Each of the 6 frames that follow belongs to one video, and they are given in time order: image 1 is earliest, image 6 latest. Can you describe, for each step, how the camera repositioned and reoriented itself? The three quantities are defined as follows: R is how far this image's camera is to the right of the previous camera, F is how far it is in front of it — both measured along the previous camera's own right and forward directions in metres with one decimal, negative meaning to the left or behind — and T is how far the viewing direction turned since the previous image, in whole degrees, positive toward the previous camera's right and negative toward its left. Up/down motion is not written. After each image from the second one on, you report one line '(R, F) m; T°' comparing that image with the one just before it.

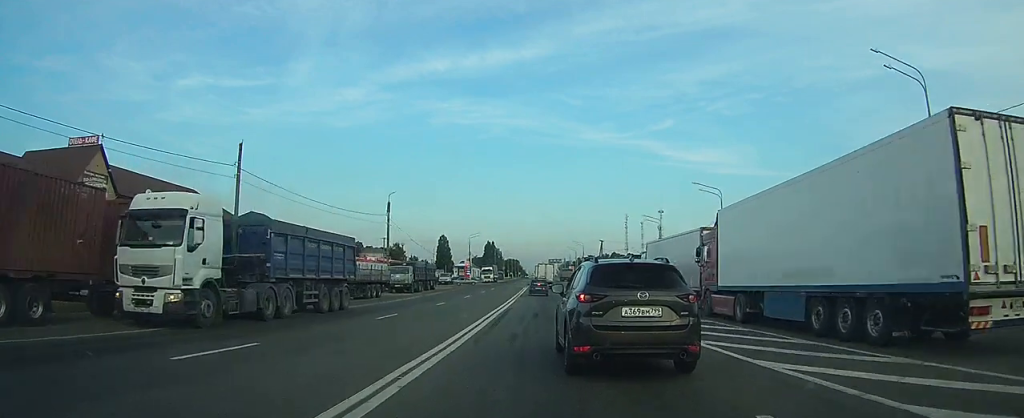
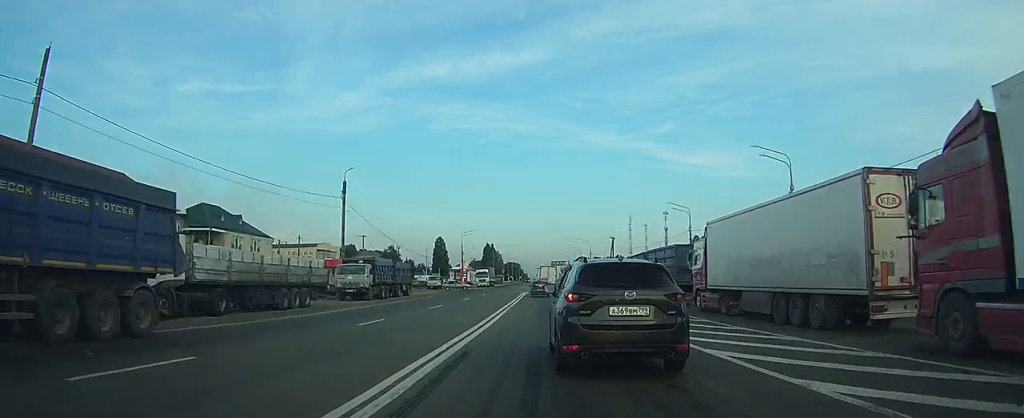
(+0.1, +14.8) m; +1°
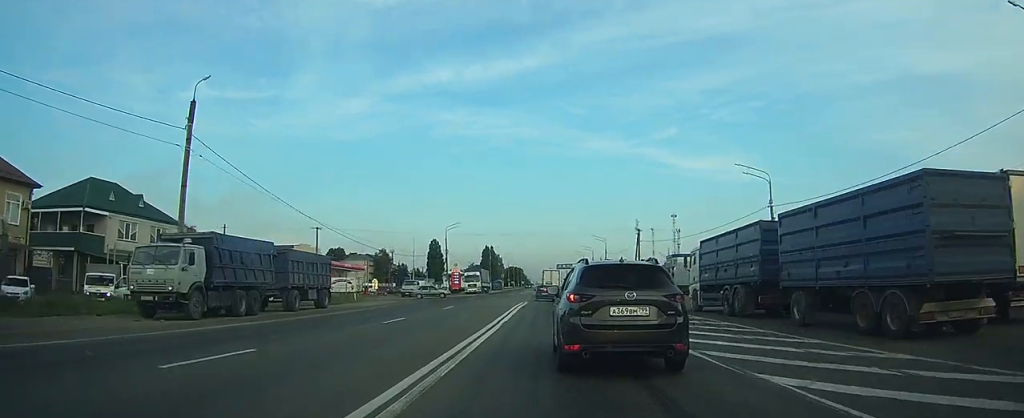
(+0.1, +22.8) m; 0°
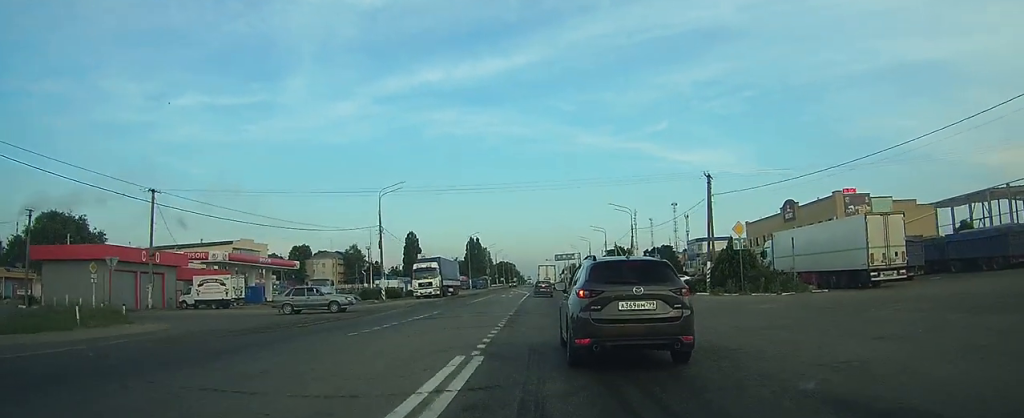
(0.0, +34.9) m; 0°
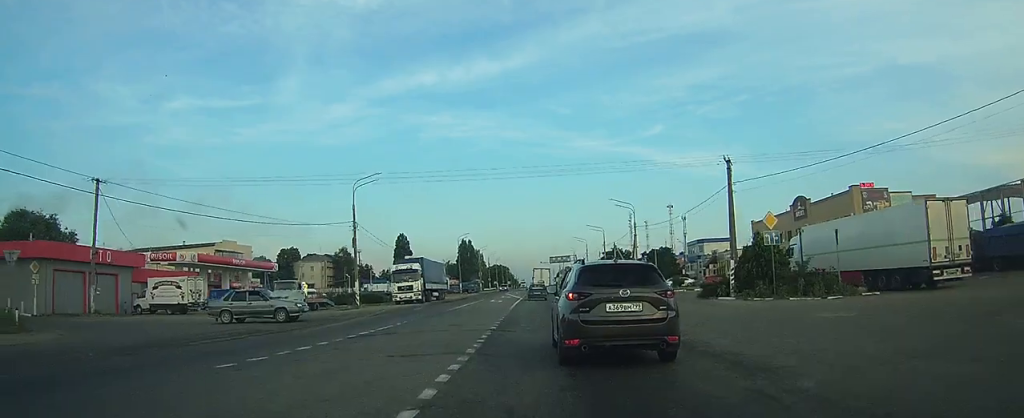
(0.0, +6.5) m; 0°
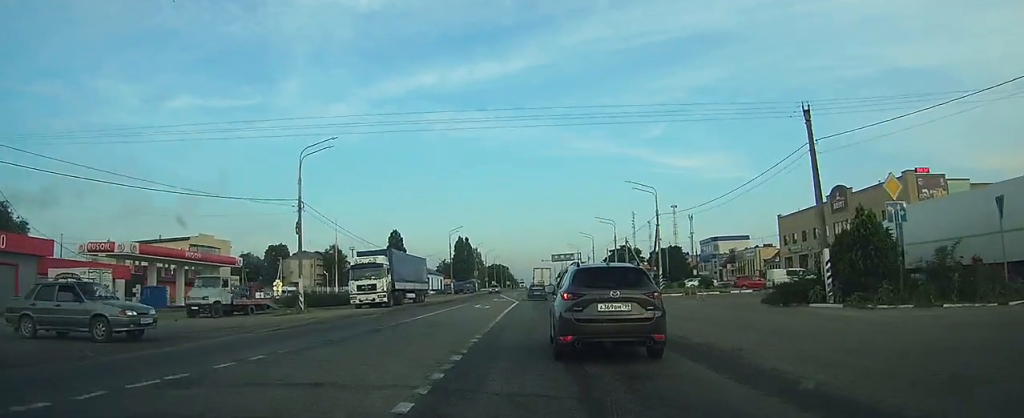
(0.0, +12.2) m; 0°
